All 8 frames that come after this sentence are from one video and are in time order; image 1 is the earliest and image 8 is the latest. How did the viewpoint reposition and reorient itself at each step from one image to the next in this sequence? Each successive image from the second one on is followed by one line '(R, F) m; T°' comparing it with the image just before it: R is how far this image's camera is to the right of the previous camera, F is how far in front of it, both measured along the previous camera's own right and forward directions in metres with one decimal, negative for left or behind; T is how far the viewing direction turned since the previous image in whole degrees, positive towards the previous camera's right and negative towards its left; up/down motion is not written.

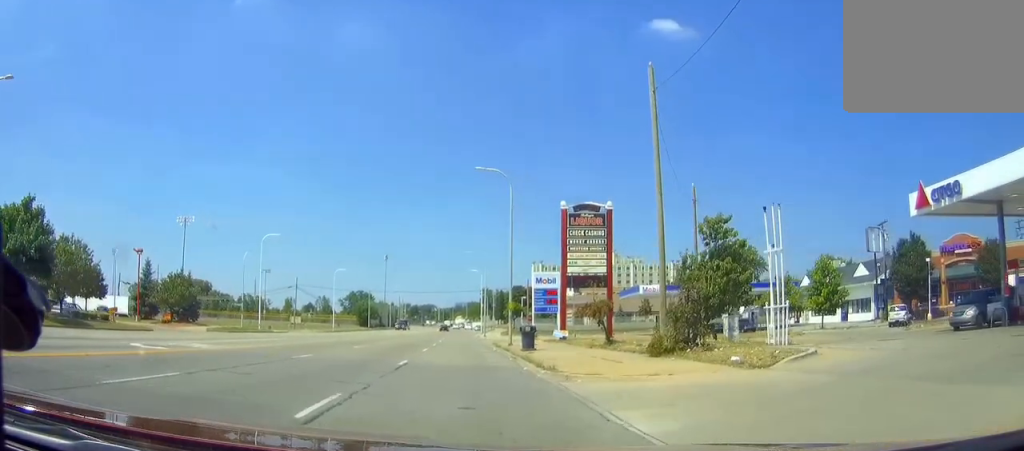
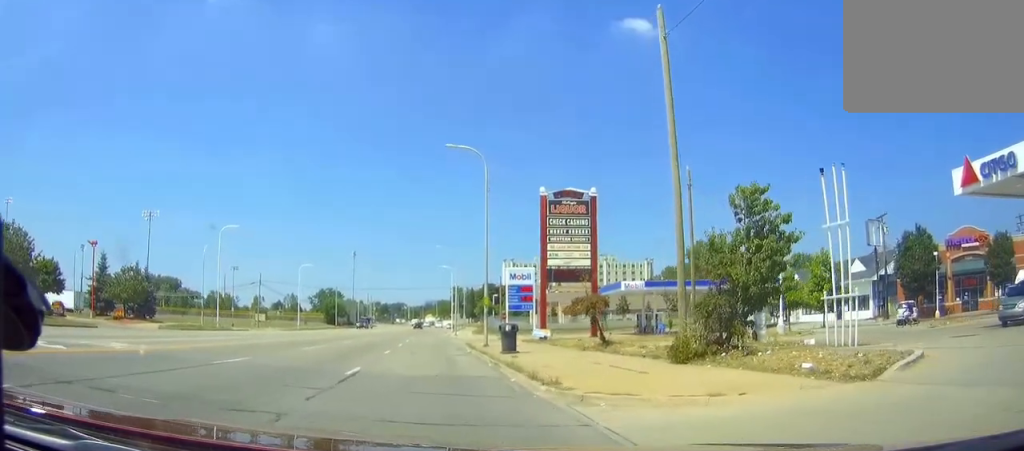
(+0.3, +4.9) m; +4°
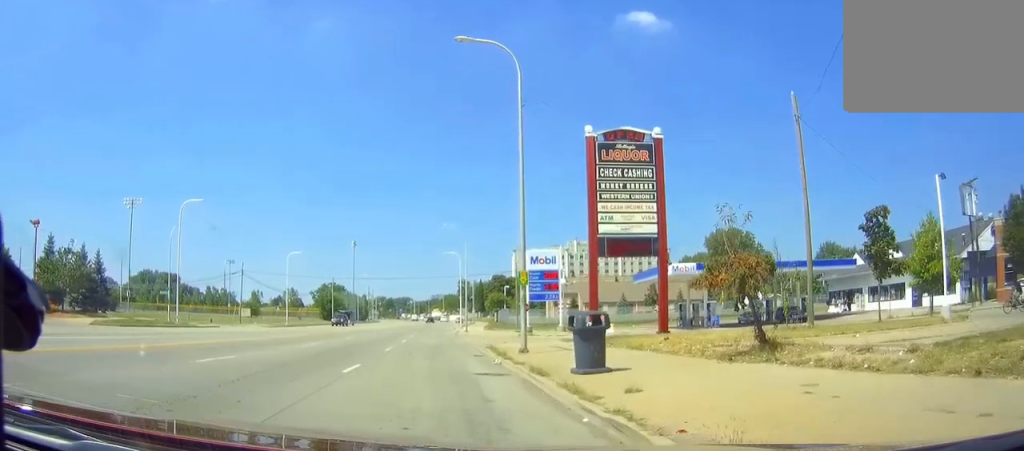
(+0.4, +13.8) m; +2°
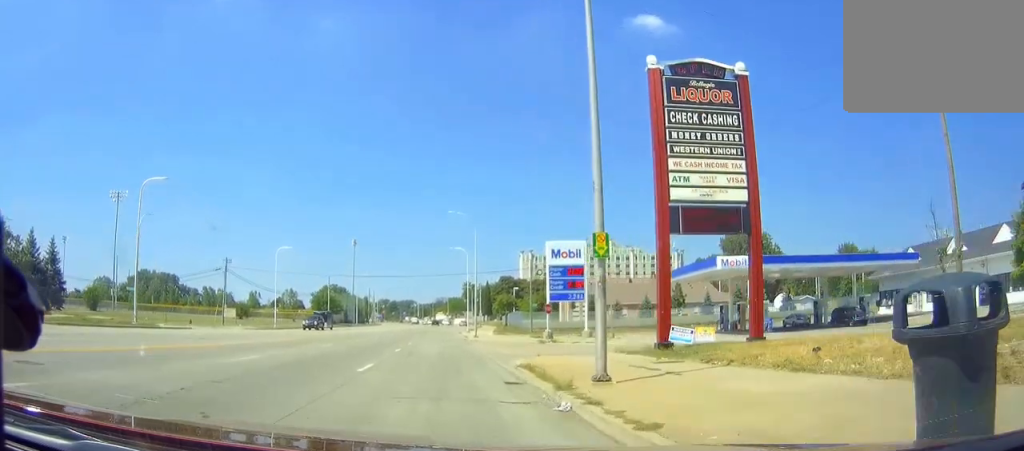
(0.0, +10.3) m; 0°
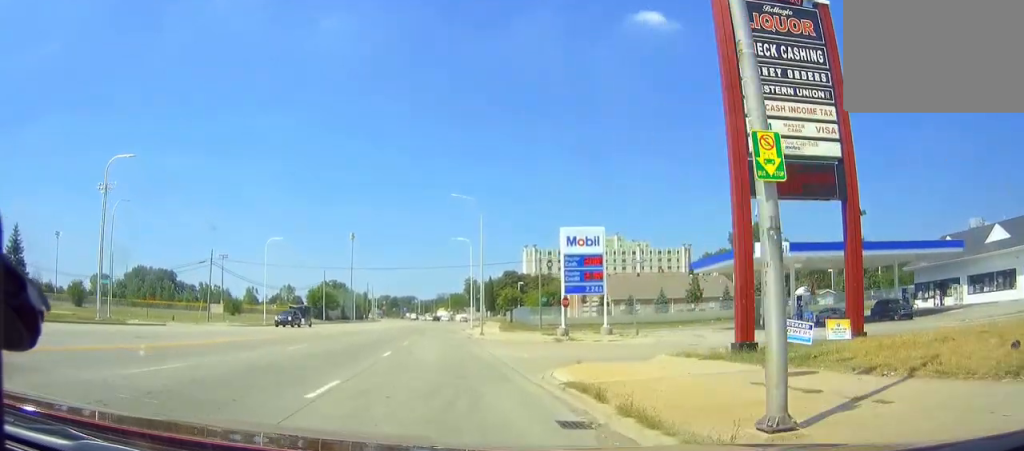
(0.0, +6.2) m; 0°
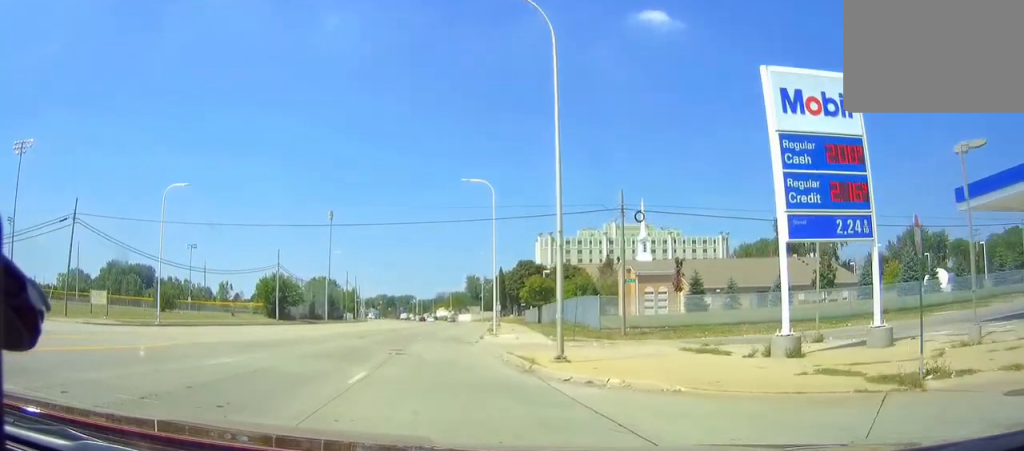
(+0.3, +35.4) m; 0°
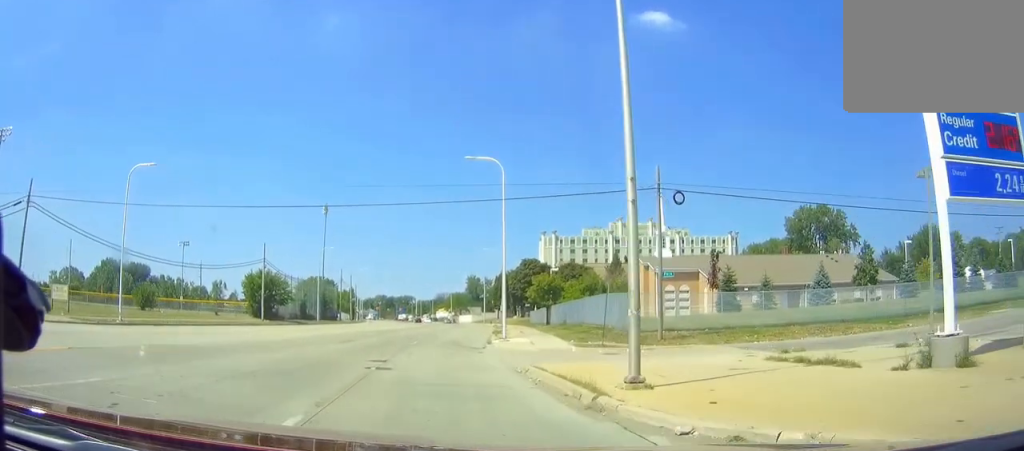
(0.0, +7.6) m; 0°
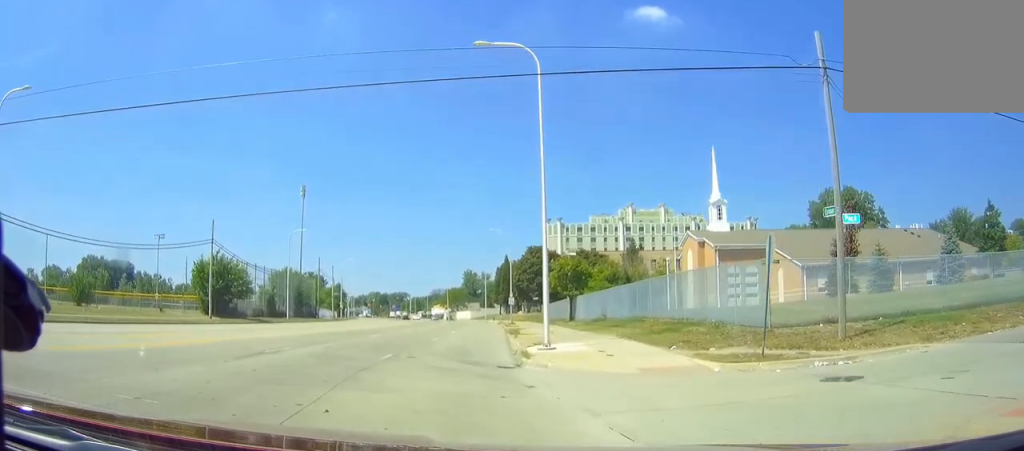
(+0.2, +17.4) m; +1°
